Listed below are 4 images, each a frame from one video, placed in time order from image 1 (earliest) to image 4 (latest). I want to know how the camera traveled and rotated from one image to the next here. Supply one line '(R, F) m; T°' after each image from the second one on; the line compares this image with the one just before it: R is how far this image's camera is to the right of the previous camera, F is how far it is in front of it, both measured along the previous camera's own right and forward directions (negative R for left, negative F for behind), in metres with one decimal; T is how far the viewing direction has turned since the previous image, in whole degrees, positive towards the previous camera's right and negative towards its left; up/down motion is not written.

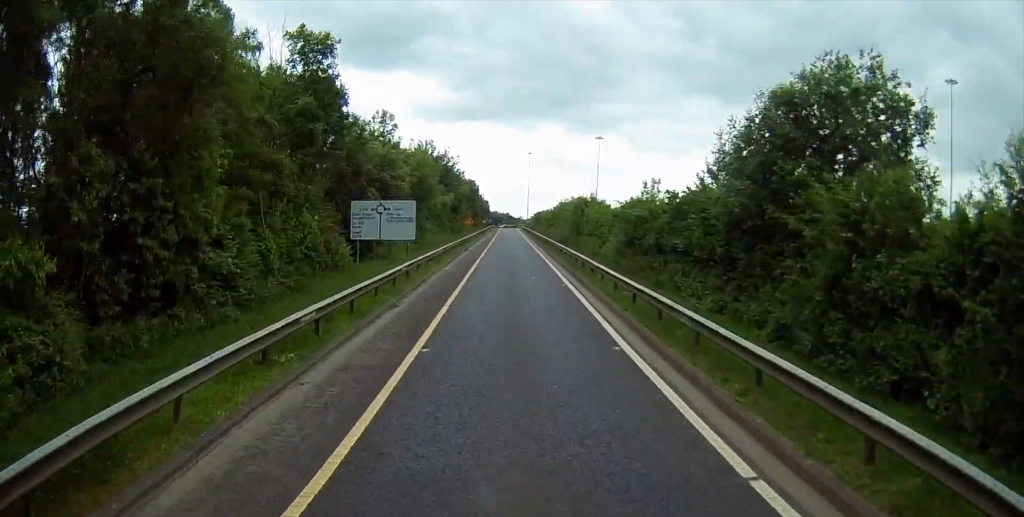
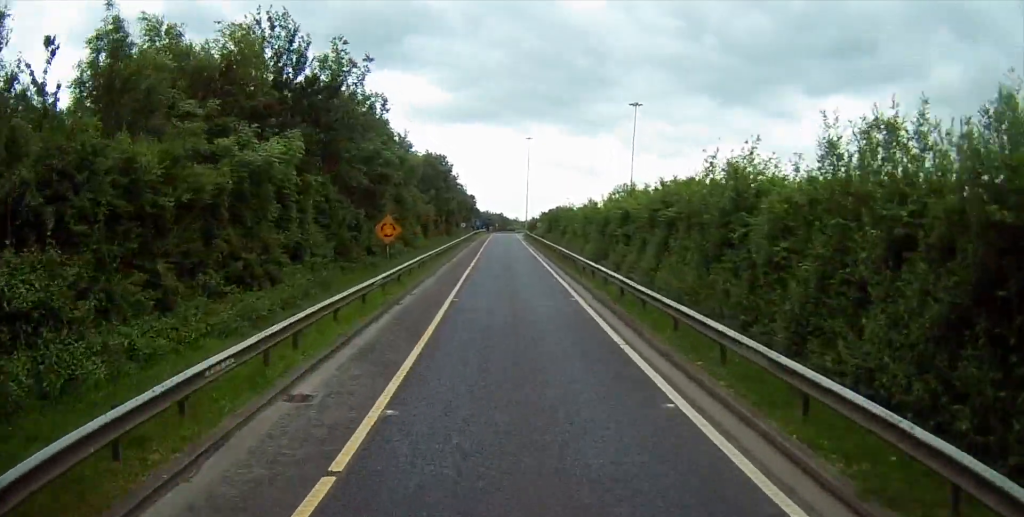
(+0.2, +53.5) m; 0°
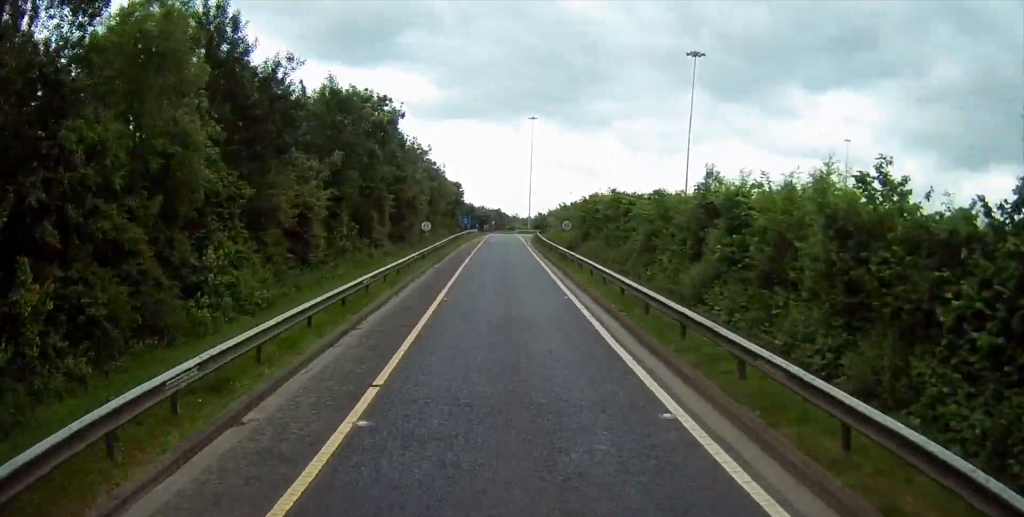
(0.0, +37.6) m; 0°
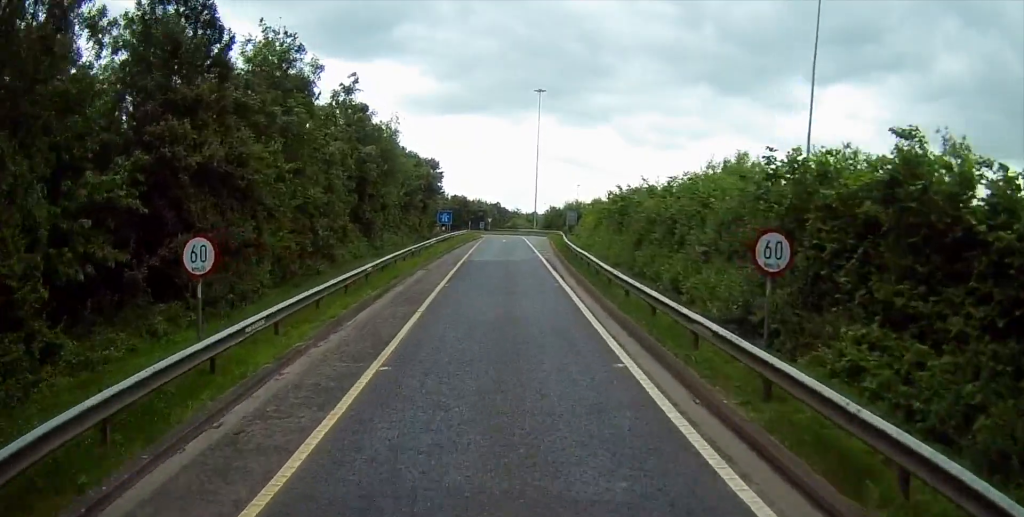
(+0.6, +35.1) m; 0°
